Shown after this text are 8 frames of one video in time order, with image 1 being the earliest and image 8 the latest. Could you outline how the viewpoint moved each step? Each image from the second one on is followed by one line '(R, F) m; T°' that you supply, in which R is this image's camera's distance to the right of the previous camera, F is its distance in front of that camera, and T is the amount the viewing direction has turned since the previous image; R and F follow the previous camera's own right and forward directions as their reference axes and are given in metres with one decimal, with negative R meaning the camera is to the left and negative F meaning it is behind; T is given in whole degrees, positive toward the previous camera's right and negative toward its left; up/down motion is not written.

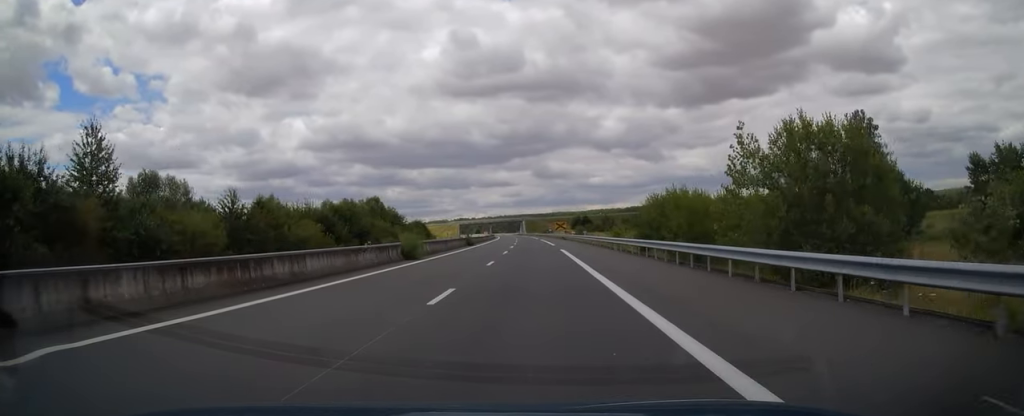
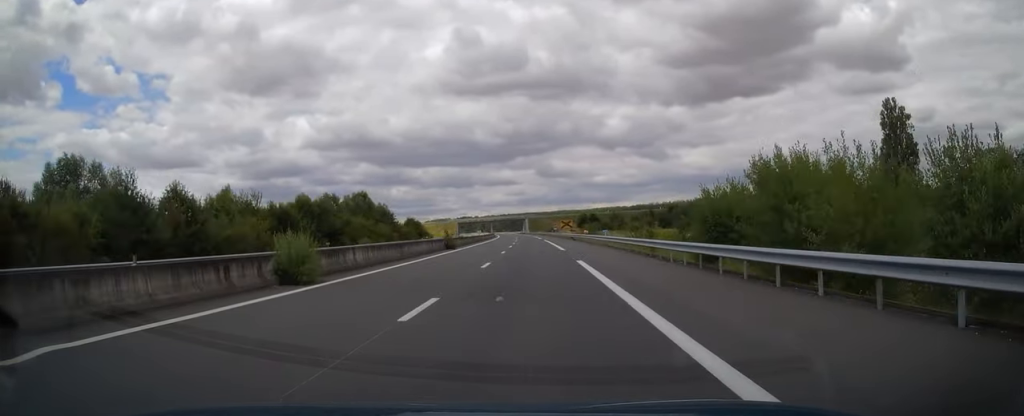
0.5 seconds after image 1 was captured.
(0.0, +15.2) m; 0°
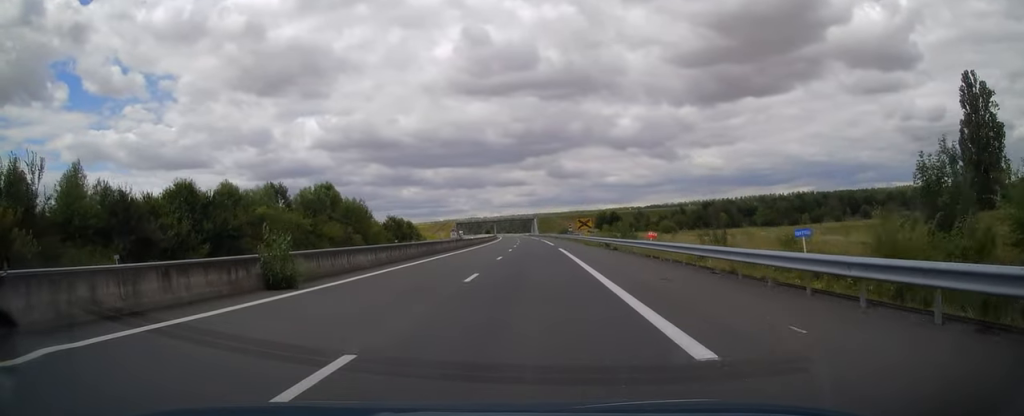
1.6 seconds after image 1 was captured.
(-0.3, +31.3) m; -2°
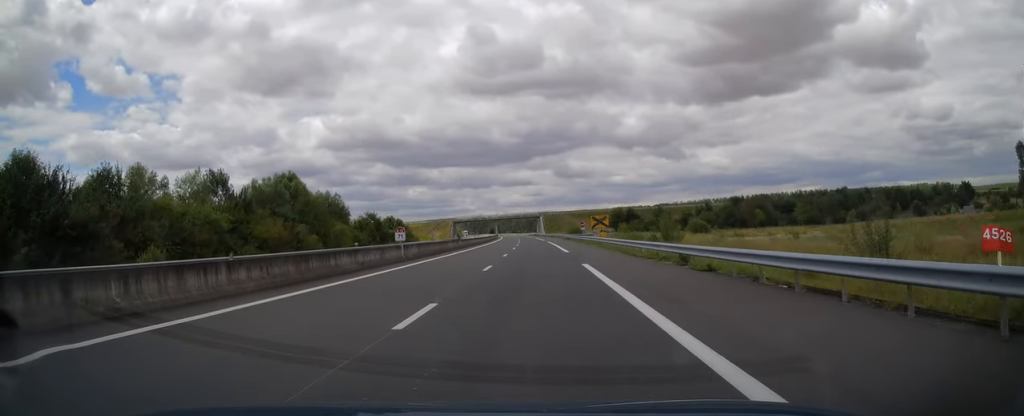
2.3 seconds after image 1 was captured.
(-0.3, +21.0) m; -1°
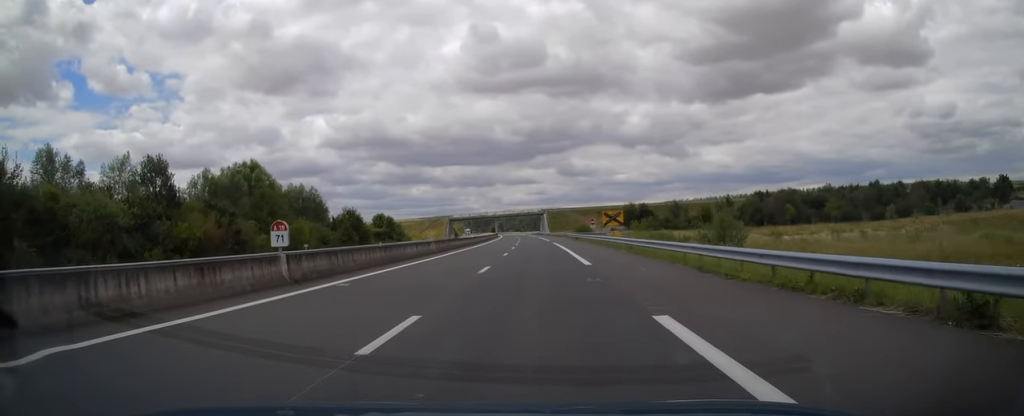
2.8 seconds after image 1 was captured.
(-0.2, +14.7) m; 0°
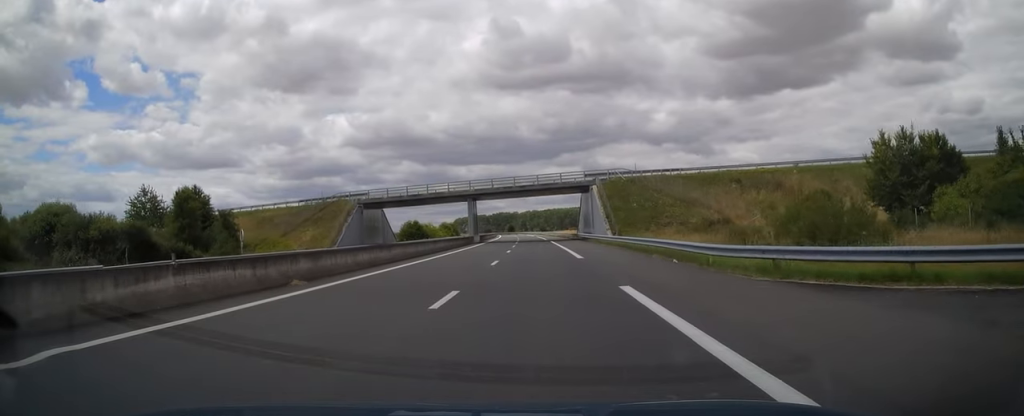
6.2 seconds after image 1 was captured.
(-2.2, +99.7) m; -3°
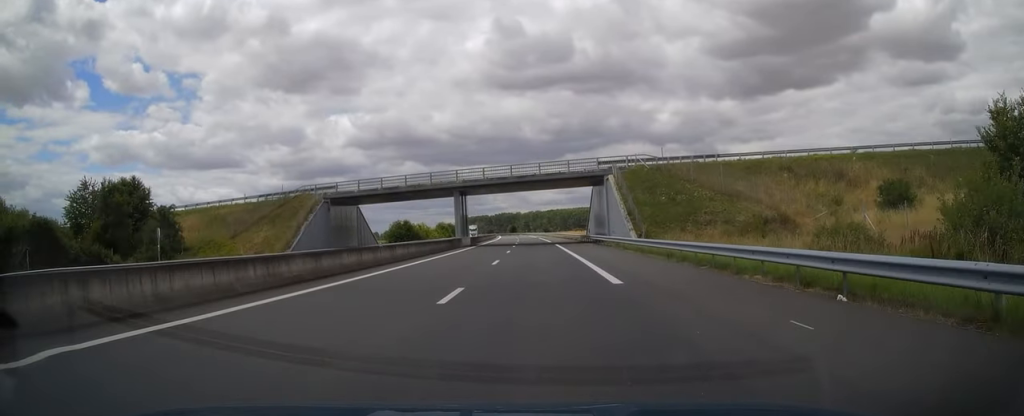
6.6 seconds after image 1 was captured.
(0.0, +12.2) m; 0°
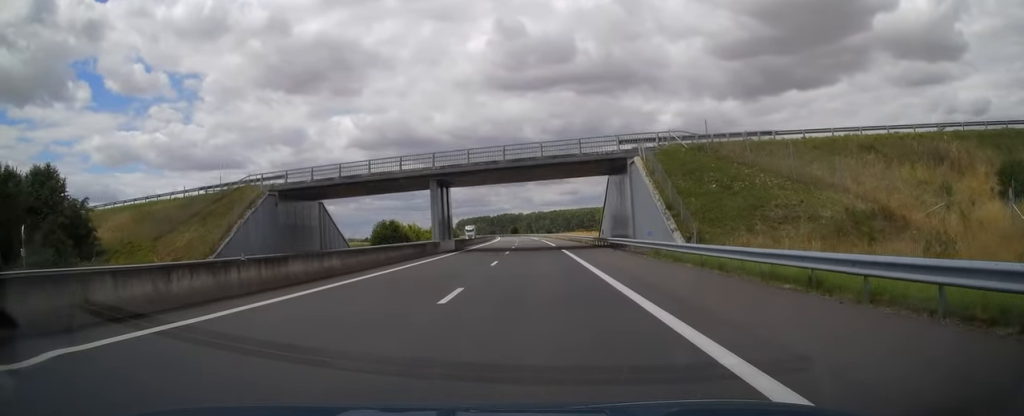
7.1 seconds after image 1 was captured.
(0.0, +12.7) m; 0°
